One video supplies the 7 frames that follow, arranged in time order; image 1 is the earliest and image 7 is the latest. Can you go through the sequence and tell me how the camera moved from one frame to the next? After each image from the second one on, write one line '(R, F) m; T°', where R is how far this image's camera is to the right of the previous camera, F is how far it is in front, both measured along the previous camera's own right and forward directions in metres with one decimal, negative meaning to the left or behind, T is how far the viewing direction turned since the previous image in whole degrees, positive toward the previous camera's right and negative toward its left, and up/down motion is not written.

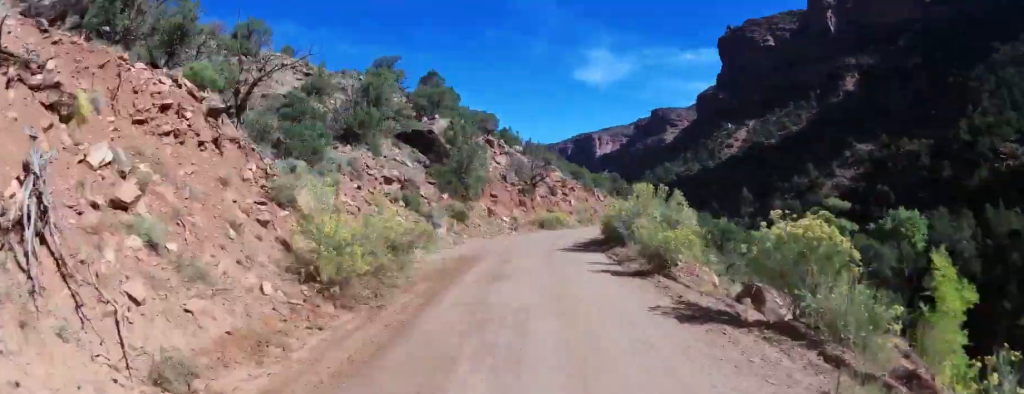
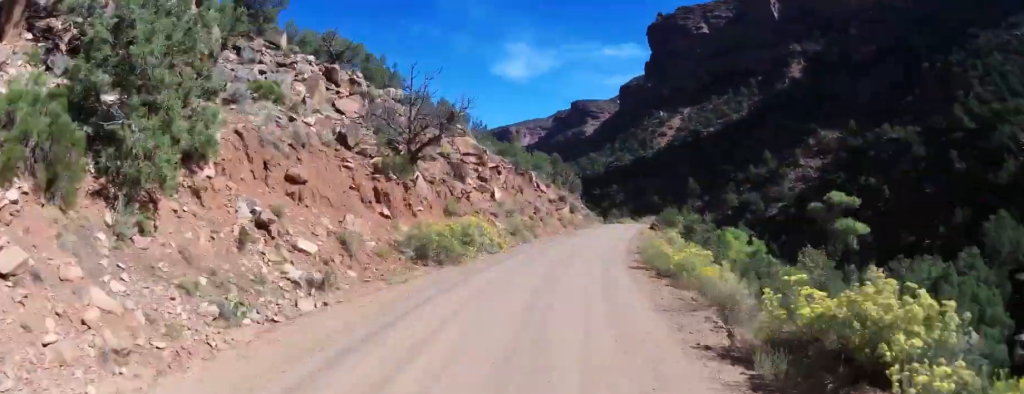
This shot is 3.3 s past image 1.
(+5.0, +30.8) m; -6°
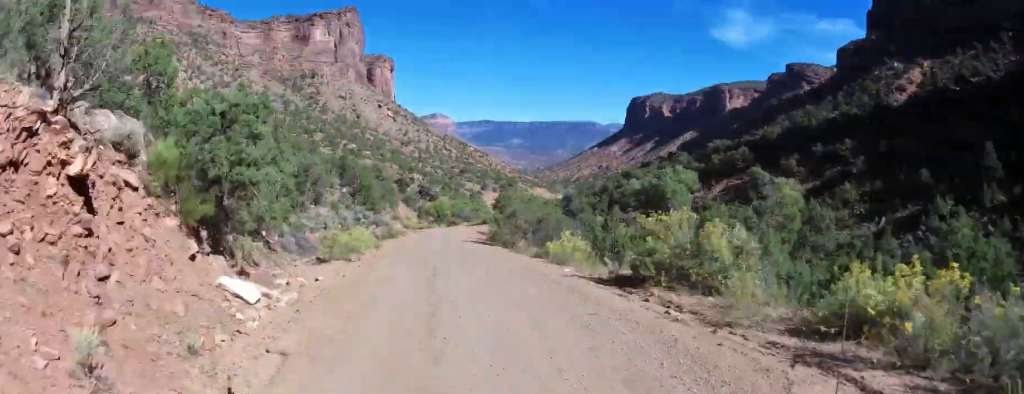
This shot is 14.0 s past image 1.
(-29.4, +94.1) m; -30°
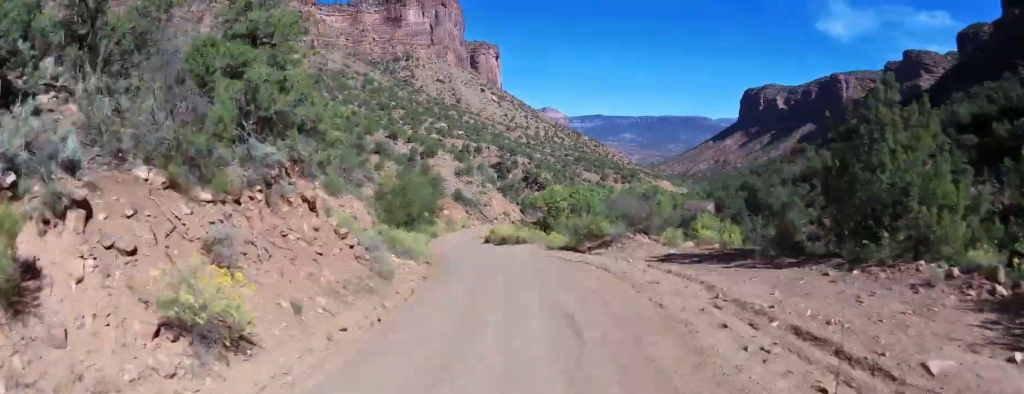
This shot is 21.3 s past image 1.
(-5.5, +71.5) m; +3°
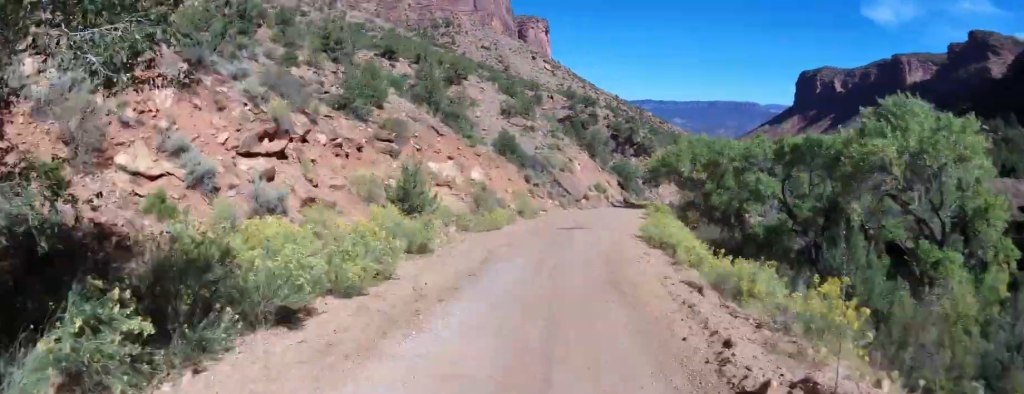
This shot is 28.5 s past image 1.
(+9.2, +74.2) m; +16°
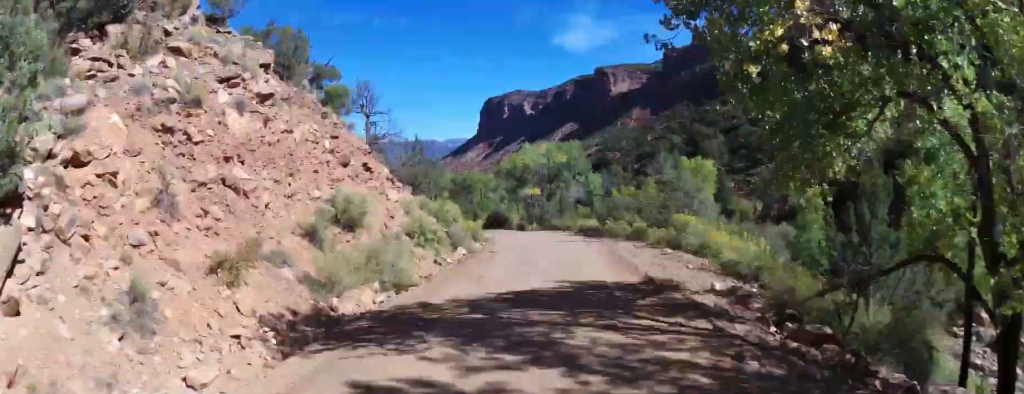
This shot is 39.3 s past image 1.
(+7.7, +116.3) m; -1°
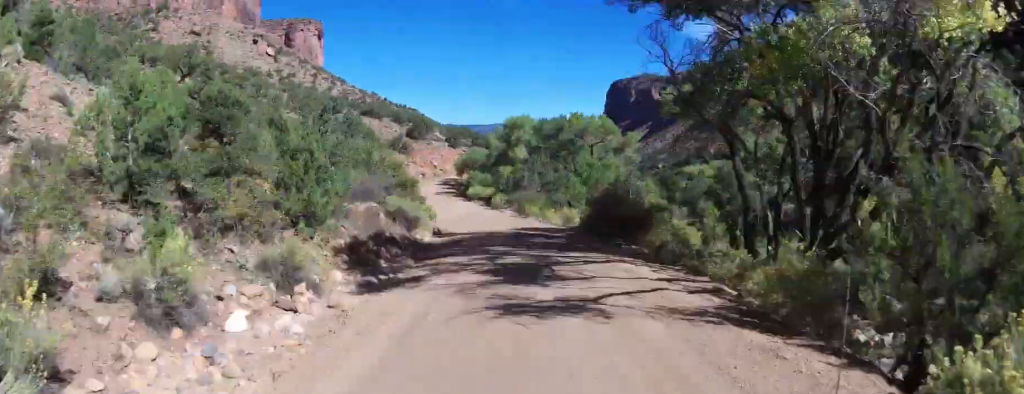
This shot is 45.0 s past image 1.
(-3.7, +62.0) m; 0°
